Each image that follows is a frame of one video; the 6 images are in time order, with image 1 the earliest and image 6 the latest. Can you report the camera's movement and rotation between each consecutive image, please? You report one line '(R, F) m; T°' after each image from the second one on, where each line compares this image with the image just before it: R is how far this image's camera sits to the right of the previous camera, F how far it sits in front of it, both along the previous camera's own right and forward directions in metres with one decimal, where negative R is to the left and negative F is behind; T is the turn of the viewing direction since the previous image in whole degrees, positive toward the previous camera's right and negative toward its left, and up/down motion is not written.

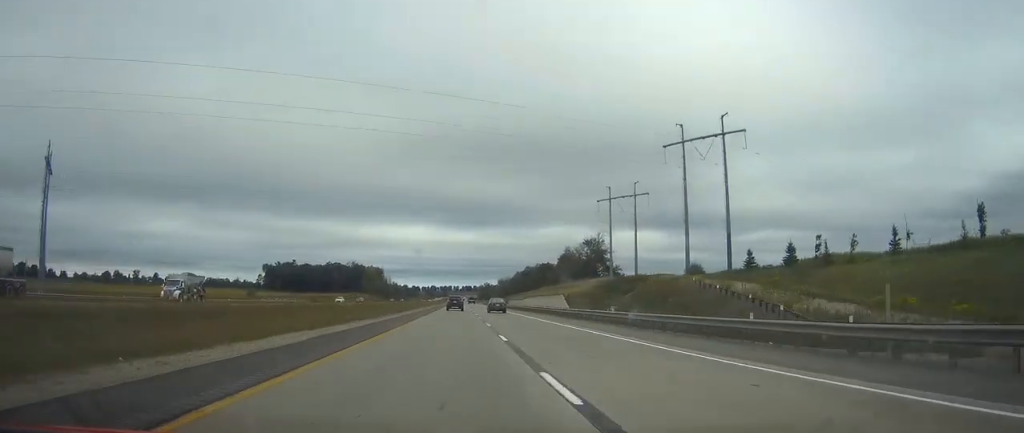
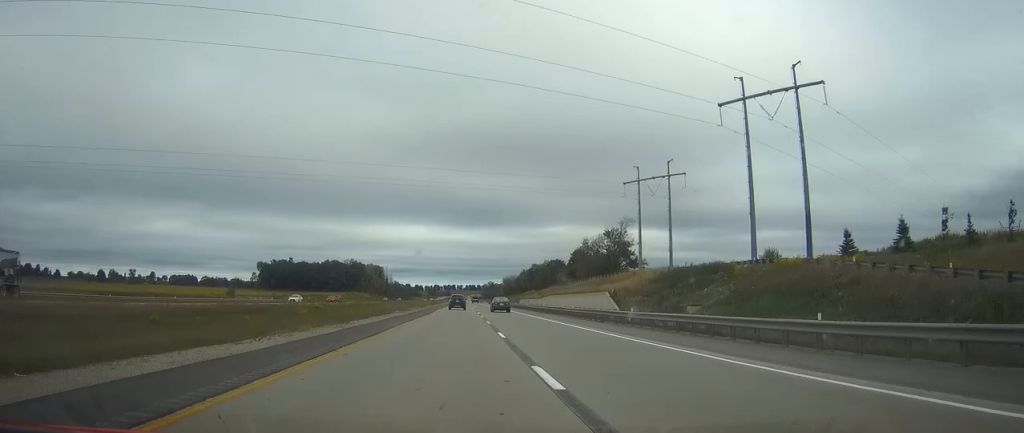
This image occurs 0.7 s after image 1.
(0.0, +23.3) m; 0°
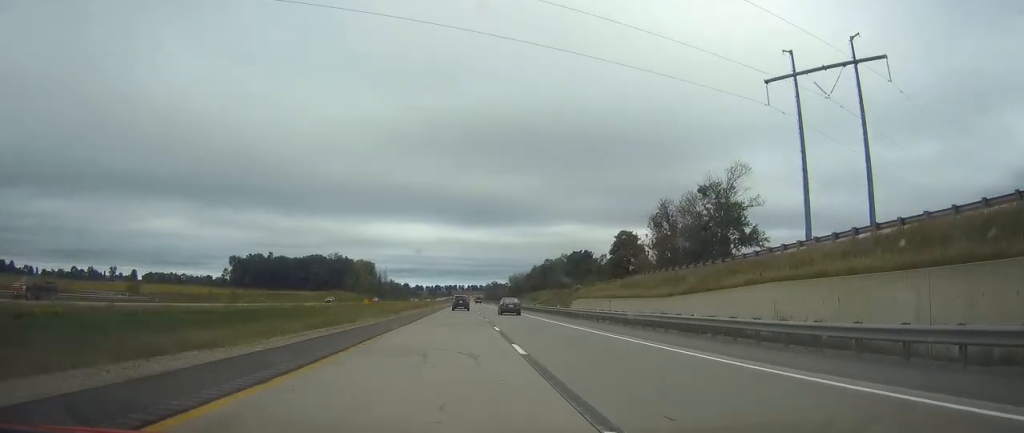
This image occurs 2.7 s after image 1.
(-0.3, +66.5) m; 0°
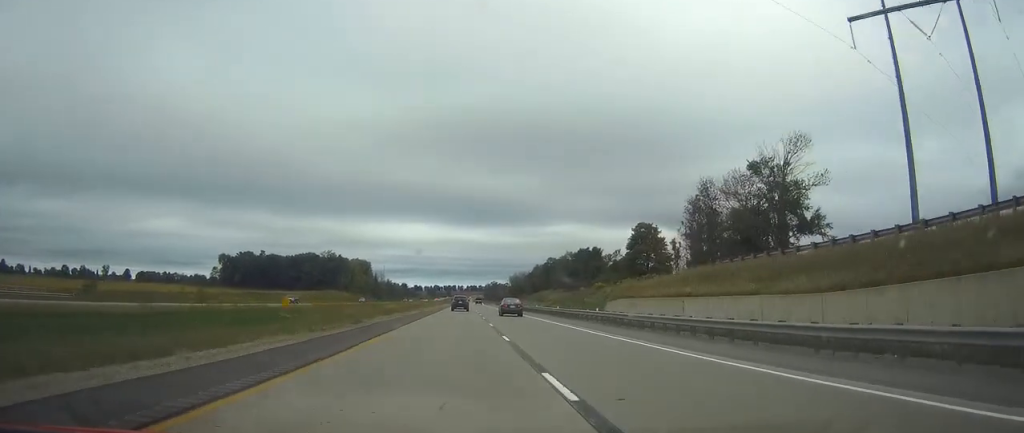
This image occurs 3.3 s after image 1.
(0.0, +18.9) m; 0°
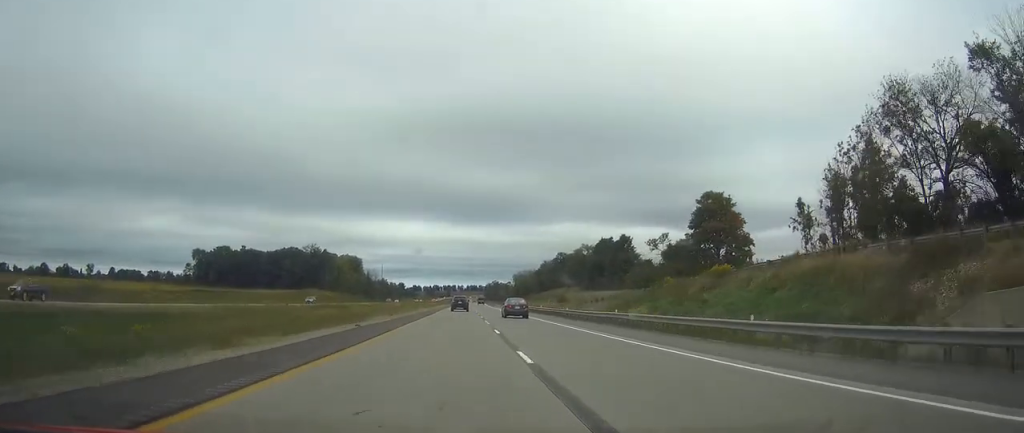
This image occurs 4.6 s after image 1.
(+0.2, +43.5) m; 0°
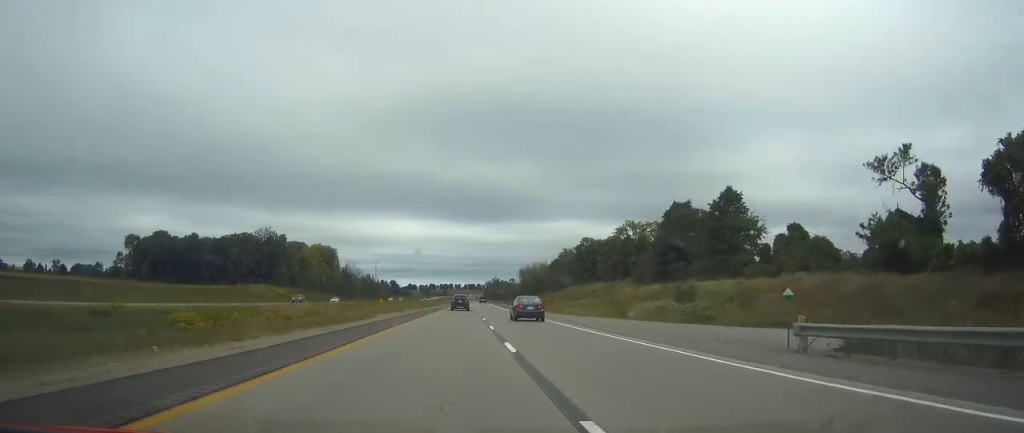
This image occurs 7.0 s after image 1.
(0.0, +81.8) m; 0°
